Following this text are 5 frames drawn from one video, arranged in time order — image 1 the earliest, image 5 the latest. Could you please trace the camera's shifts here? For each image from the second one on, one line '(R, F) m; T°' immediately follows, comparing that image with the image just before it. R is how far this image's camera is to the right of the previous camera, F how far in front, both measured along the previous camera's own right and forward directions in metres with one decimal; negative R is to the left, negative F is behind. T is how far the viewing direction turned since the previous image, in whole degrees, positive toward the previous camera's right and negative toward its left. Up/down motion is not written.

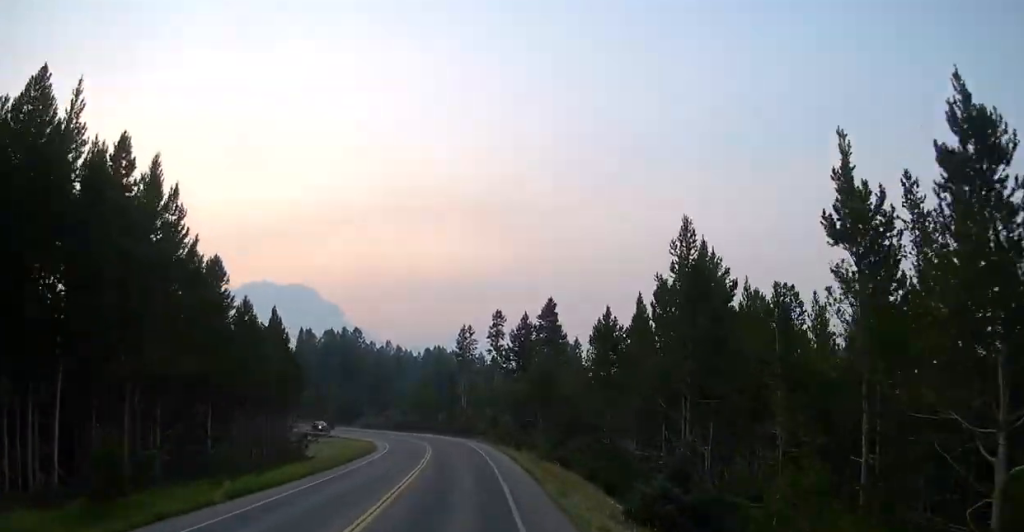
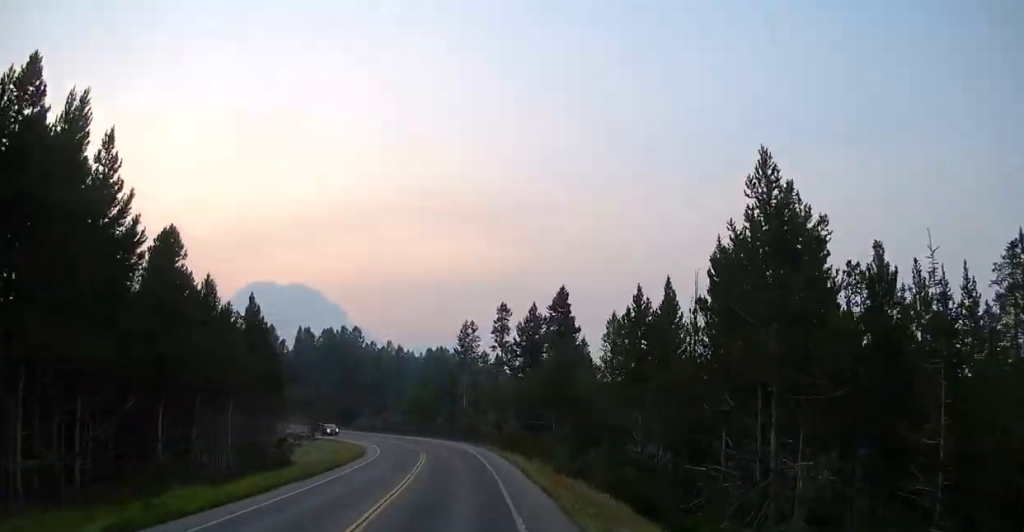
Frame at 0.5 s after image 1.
(-0.1, +7.5) m; -1°
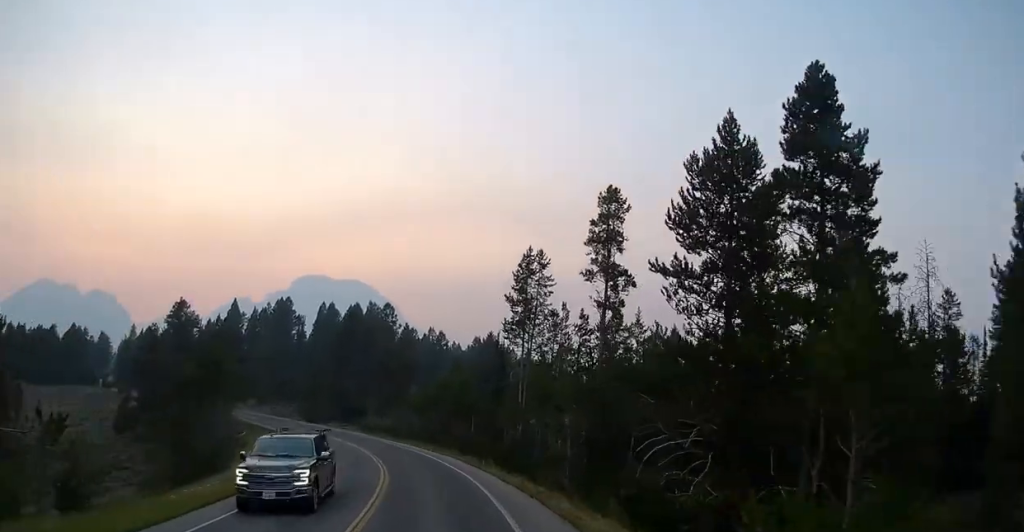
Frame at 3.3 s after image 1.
(-0.9, +40.2) m; -4°
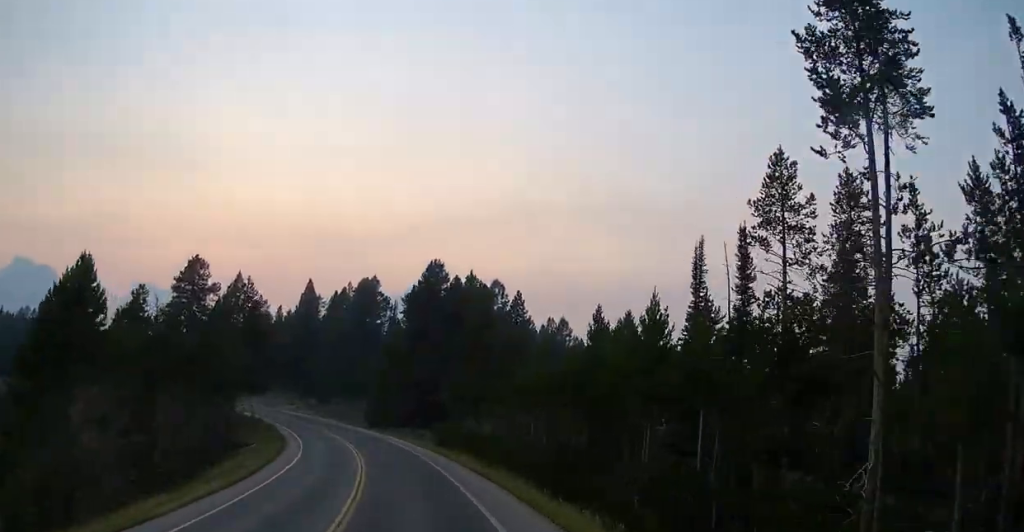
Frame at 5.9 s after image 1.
(-2.8, +38.4) m; -7°
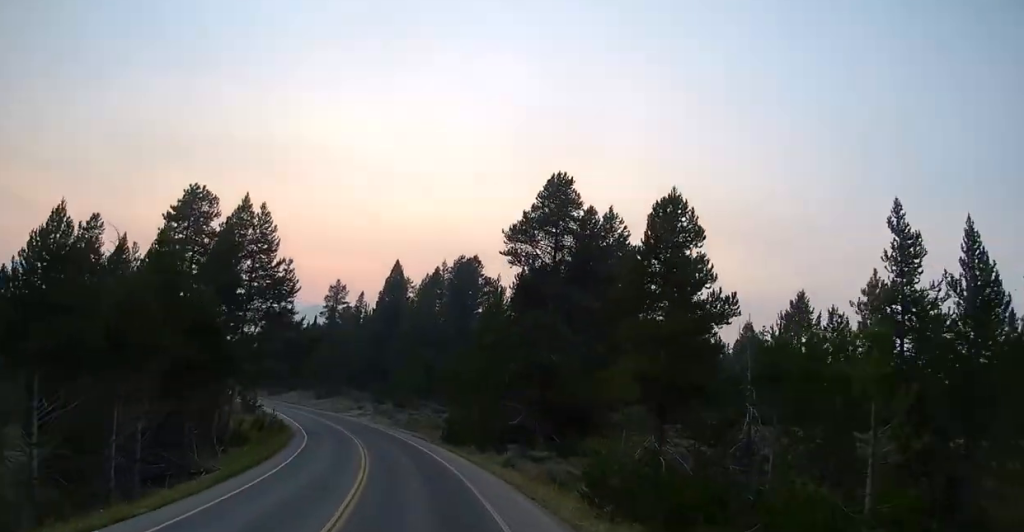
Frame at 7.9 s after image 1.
(-2.0, +29.8) m; -9°
